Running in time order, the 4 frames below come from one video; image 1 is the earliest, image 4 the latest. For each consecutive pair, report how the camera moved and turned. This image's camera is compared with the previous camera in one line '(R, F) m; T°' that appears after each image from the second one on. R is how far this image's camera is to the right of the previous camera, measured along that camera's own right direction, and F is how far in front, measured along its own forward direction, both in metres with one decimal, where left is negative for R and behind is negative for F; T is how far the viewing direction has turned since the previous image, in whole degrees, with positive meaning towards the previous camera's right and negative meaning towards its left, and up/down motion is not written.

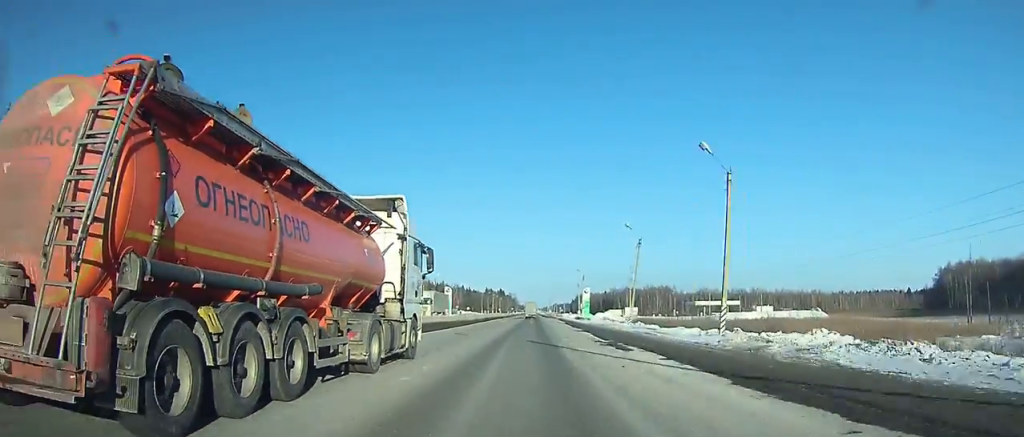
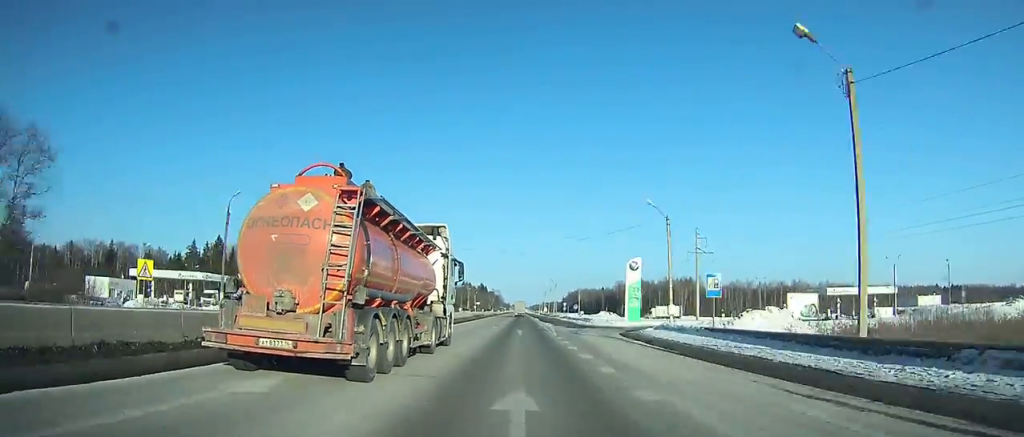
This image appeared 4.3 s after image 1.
(+0.5, +100.2) m; +1°
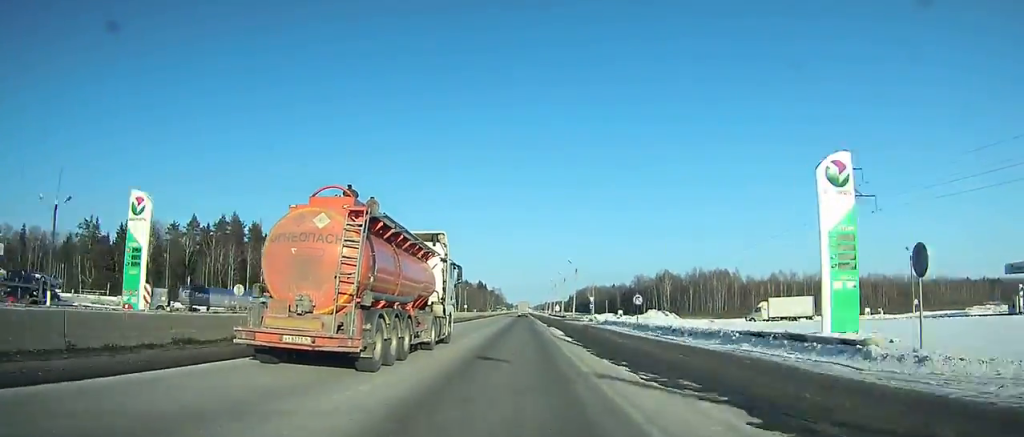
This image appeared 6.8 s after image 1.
(+0.2, +59.0) m; 0°
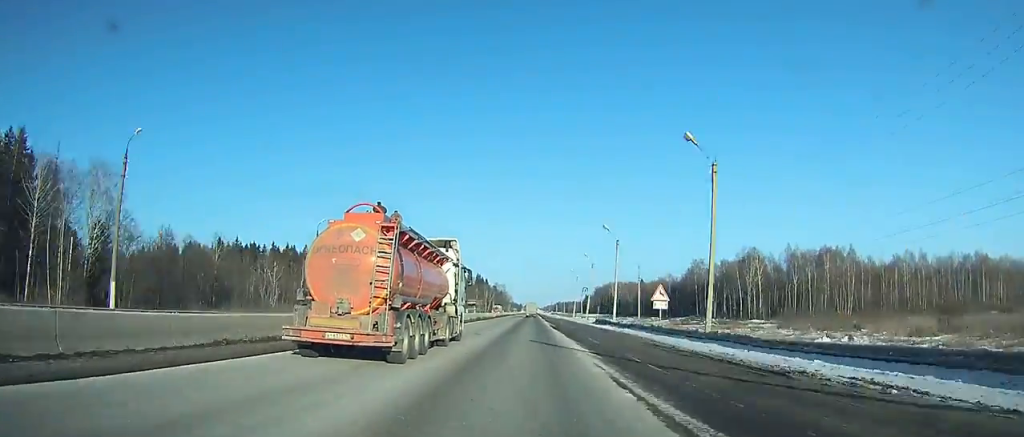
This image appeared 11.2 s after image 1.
(-0.7, +104.8) m; 0°
